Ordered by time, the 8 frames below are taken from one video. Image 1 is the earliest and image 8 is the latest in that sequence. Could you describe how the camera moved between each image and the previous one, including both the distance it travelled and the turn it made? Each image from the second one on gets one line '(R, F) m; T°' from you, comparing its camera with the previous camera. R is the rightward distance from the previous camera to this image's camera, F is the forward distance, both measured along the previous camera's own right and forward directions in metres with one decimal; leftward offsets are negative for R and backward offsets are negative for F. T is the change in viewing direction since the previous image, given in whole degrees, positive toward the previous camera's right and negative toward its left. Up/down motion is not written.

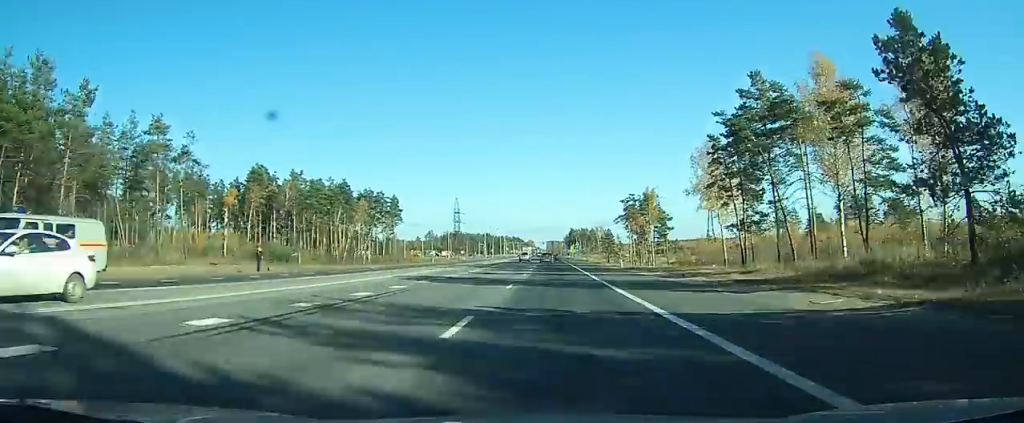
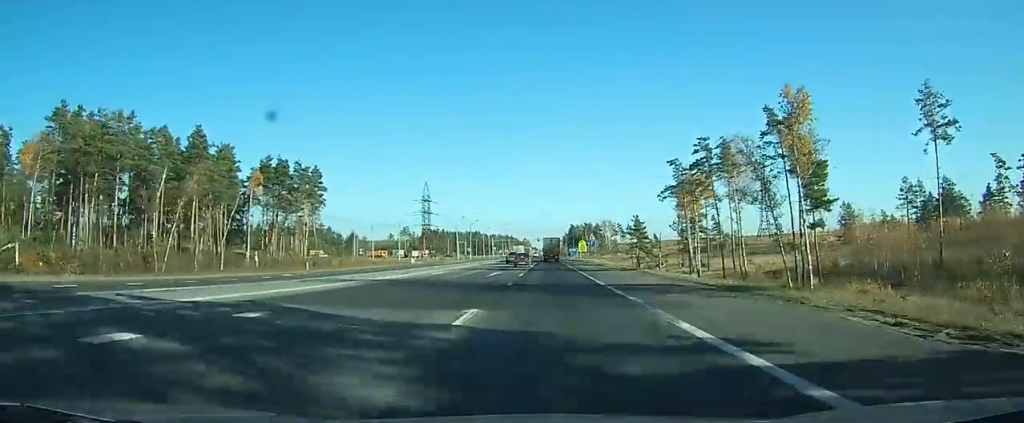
(+0.3, +58.6) m; 0°
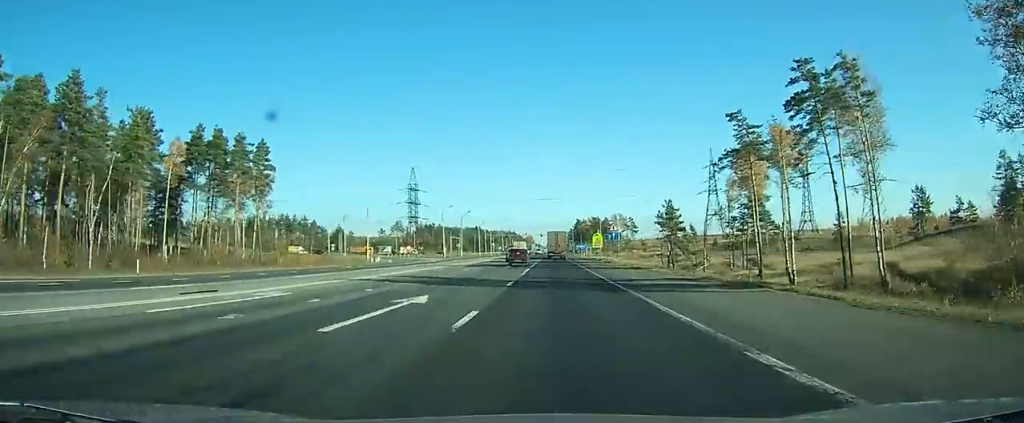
(-0.3, +25.0) m; -1°
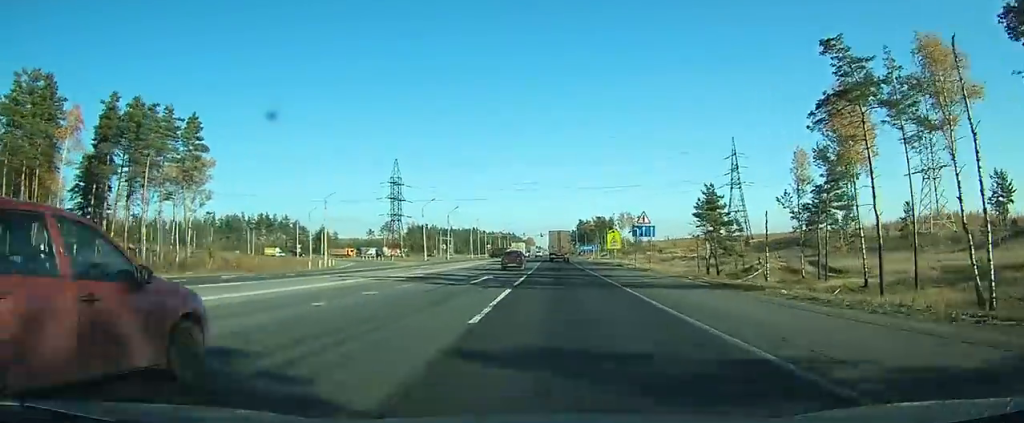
(-0.1, +20.6) m; -1°
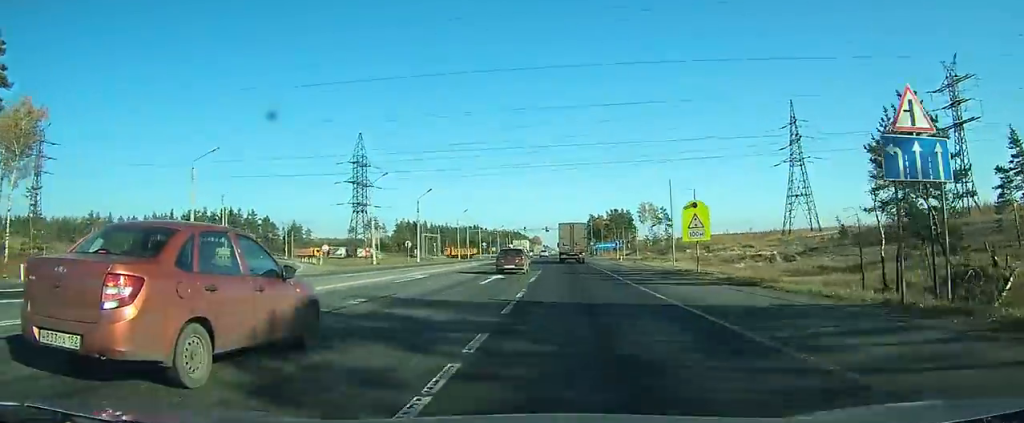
(-0.4, +32.7) m; -2°
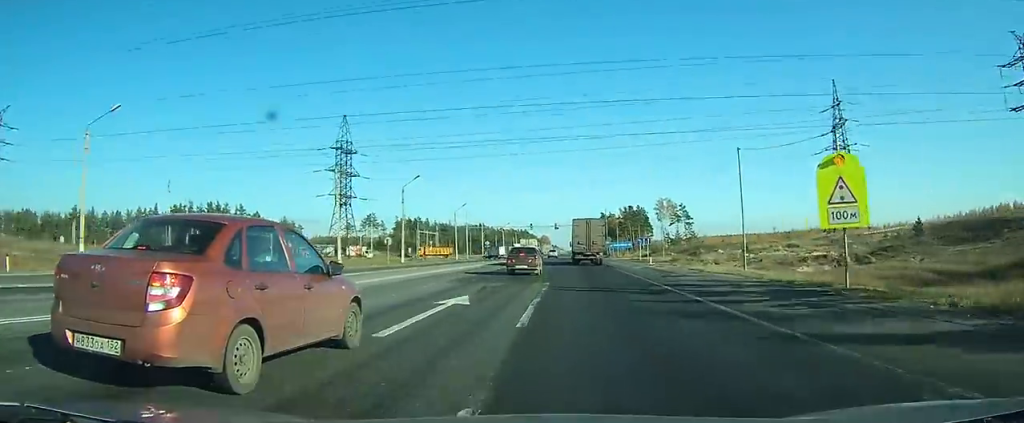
(-0.2, +13.4) m; -1°
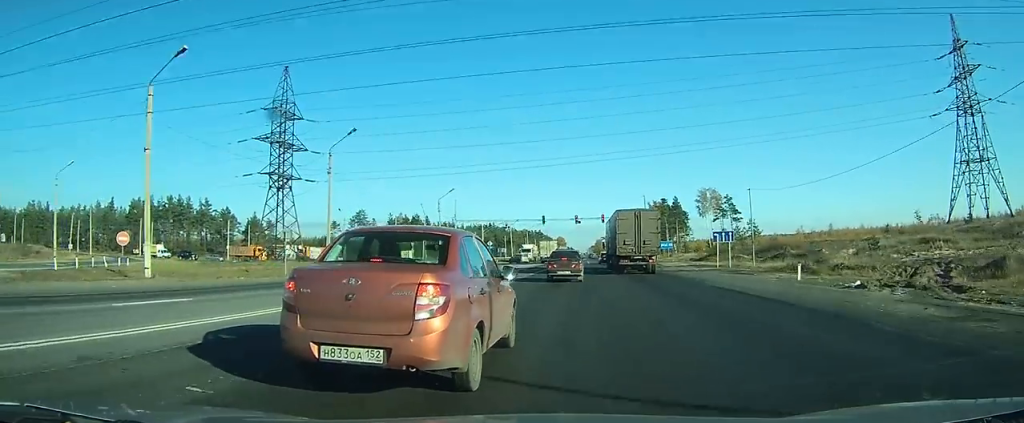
(-0.4, +30.6) m; -1°
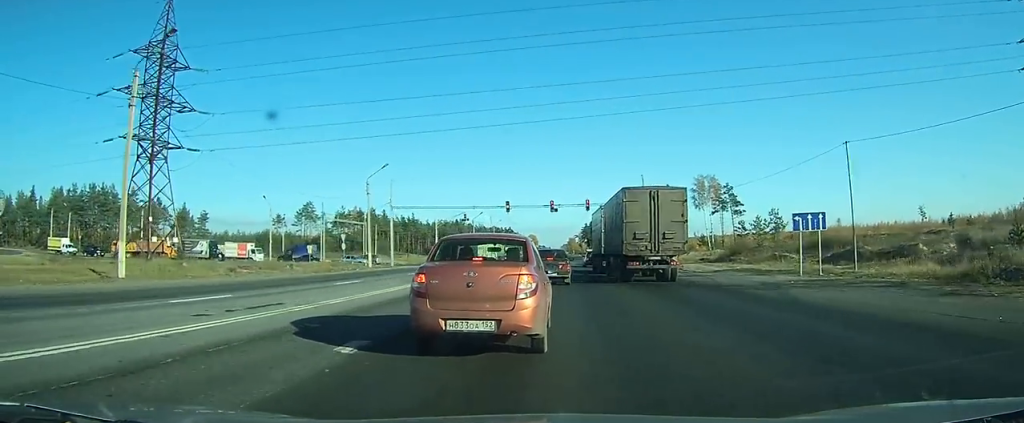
(+0.2, +20.3) m; +2°
